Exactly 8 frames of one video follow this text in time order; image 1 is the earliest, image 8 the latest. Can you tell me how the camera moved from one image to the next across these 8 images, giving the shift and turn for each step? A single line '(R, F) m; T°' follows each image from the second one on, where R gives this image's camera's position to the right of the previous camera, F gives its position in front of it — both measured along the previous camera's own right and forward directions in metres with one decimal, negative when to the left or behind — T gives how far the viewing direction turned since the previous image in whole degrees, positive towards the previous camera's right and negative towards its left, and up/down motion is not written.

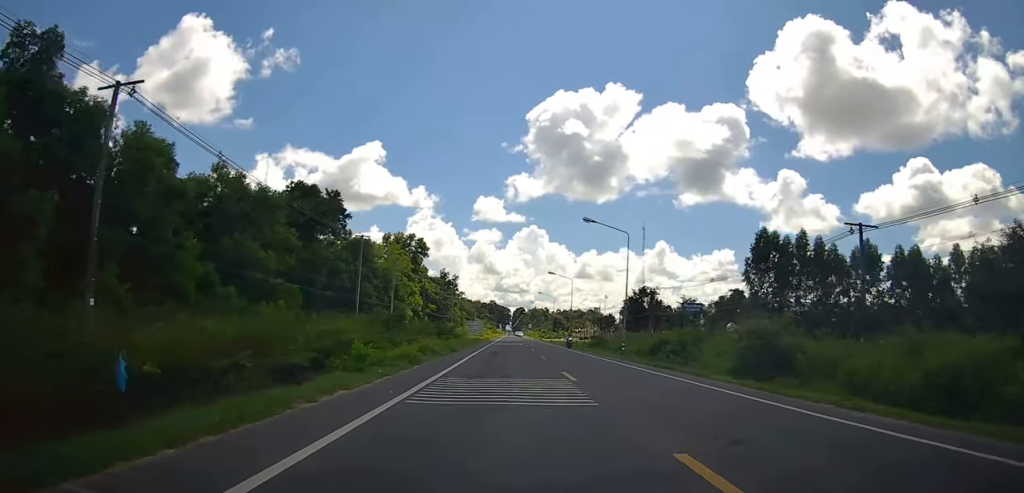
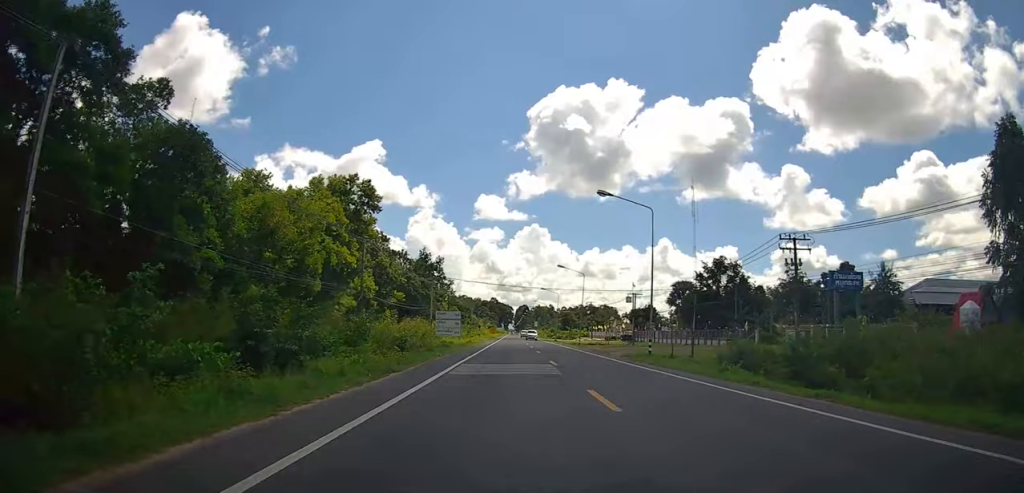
(-0.3, +42.4) m; 0°
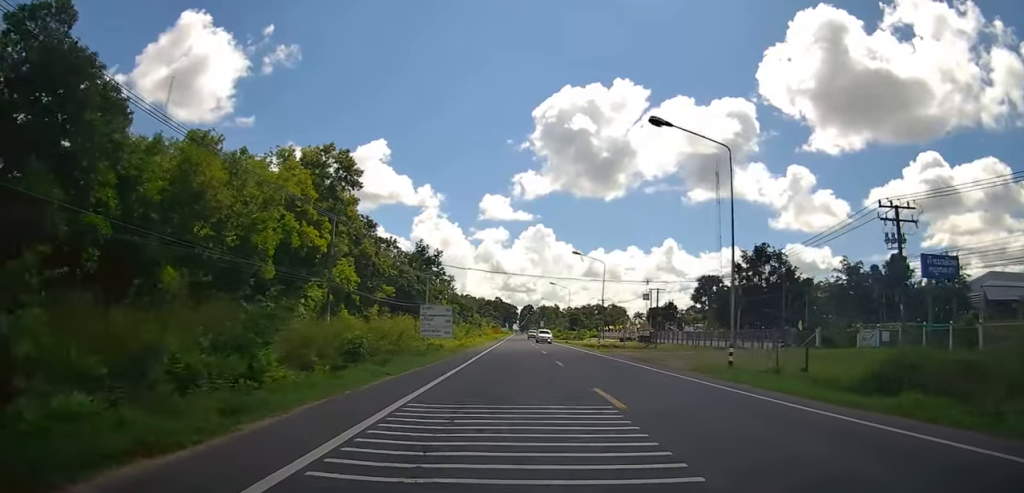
(-0.4, +11.6) m; 0°
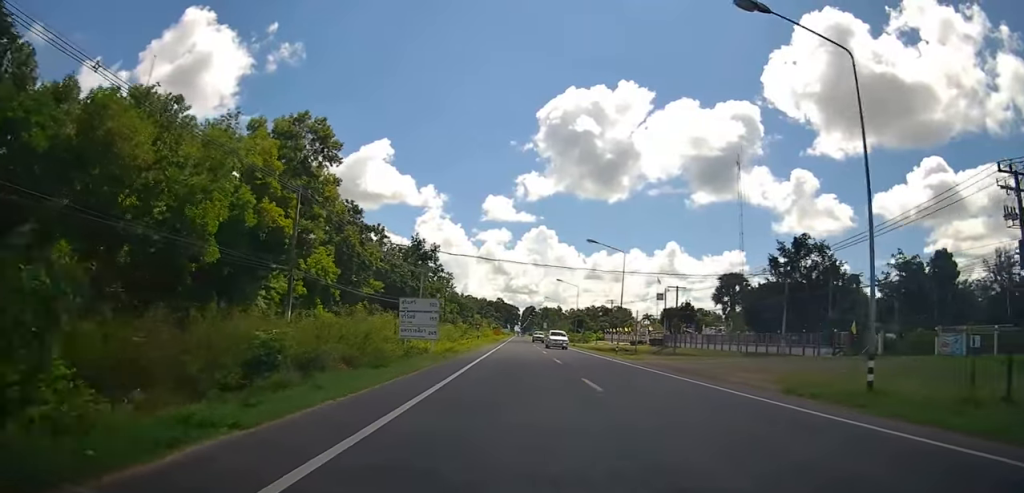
(+0.4, +9.1) m; +1°
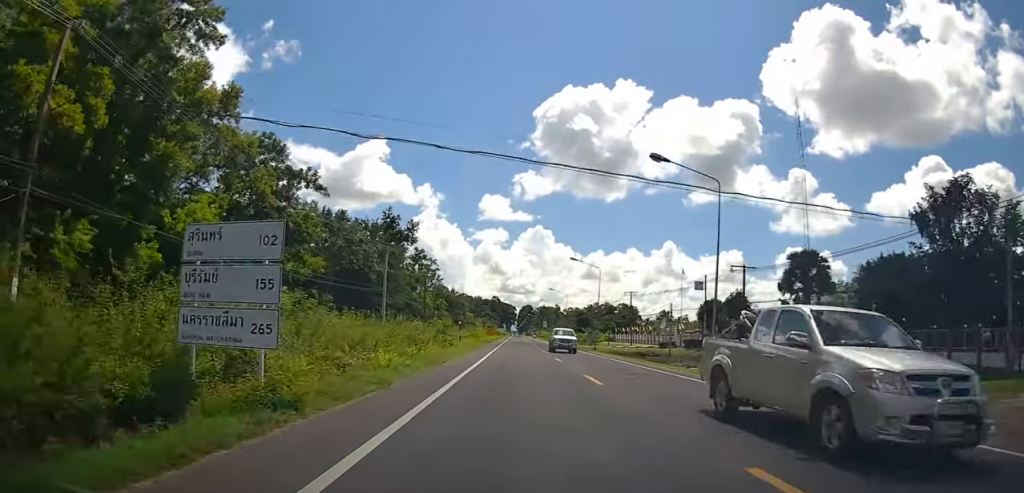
(+0.4, +22.9) m; -1°
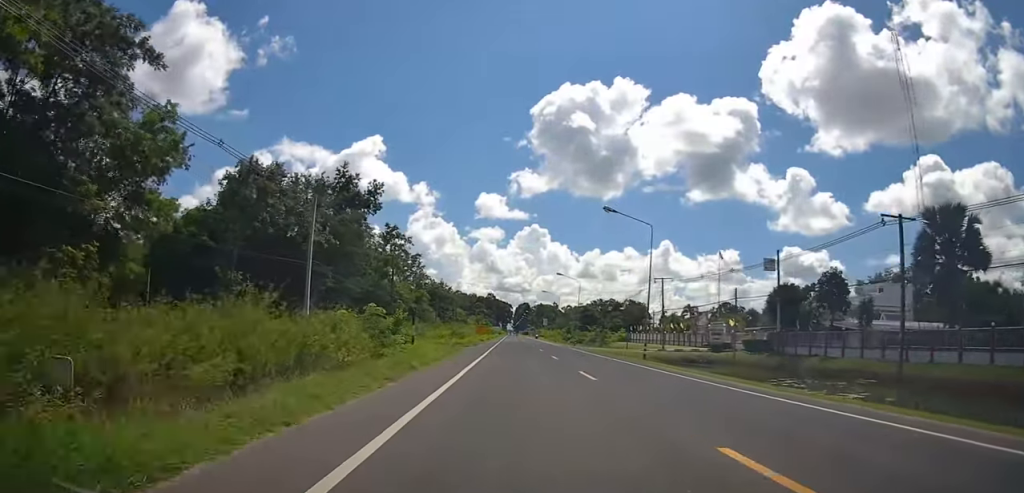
(-0.8, +23.4) m; -1°
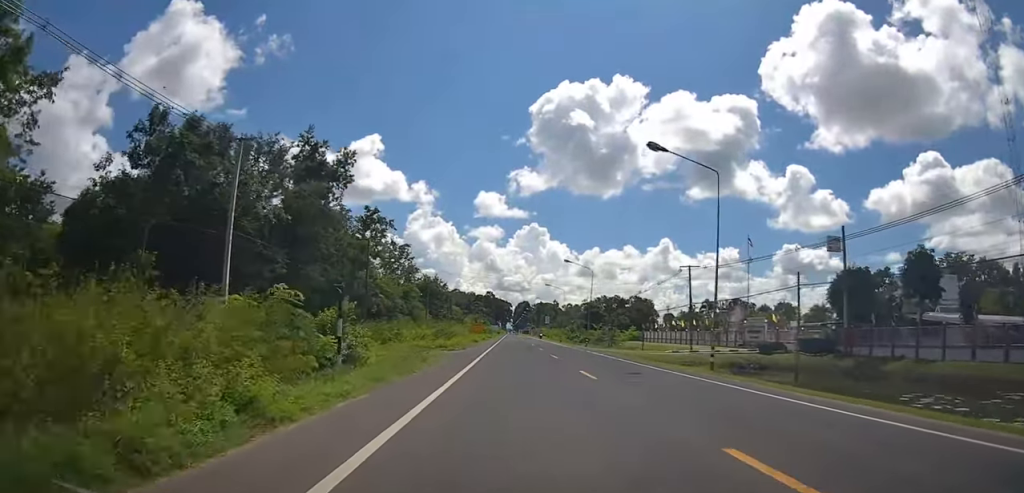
(+0.4, +12.3) m; 0°
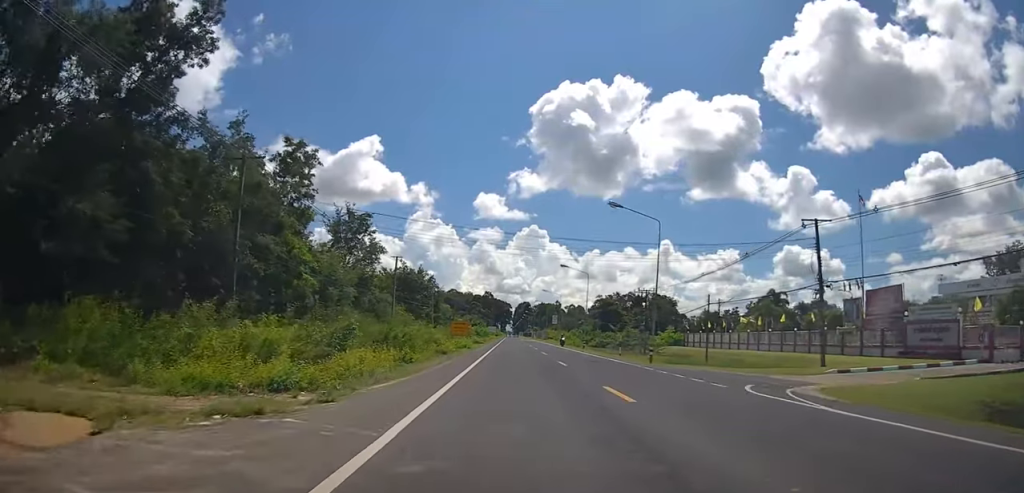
(-0.4, +28.8) m; 0°
